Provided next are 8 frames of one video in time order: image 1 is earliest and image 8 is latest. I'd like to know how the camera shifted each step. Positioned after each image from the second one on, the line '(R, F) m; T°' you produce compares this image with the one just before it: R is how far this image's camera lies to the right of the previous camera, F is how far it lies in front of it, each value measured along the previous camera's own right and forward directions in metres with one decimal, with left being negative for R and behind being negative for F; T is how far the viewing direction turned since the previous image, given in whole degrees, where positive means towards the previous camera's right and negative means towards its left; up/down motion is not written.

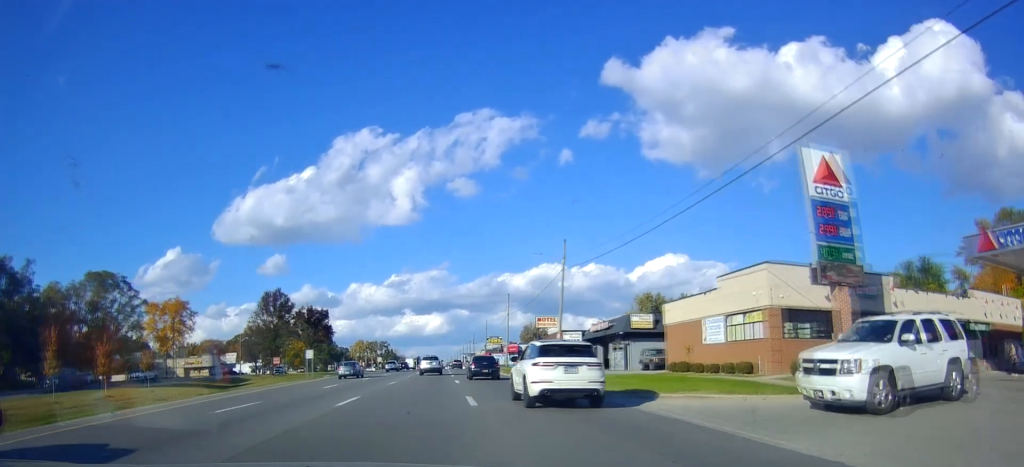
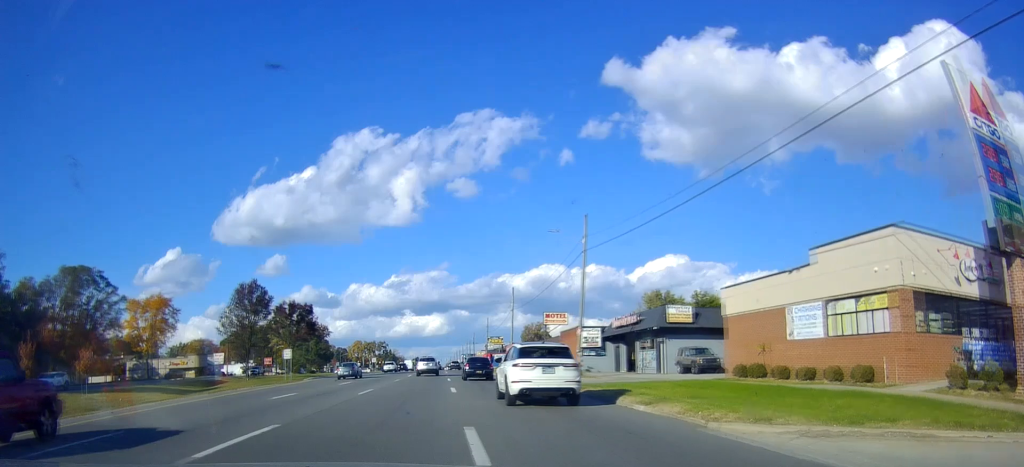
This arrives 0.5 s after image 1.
(+0.2, +8.5) m; 0°
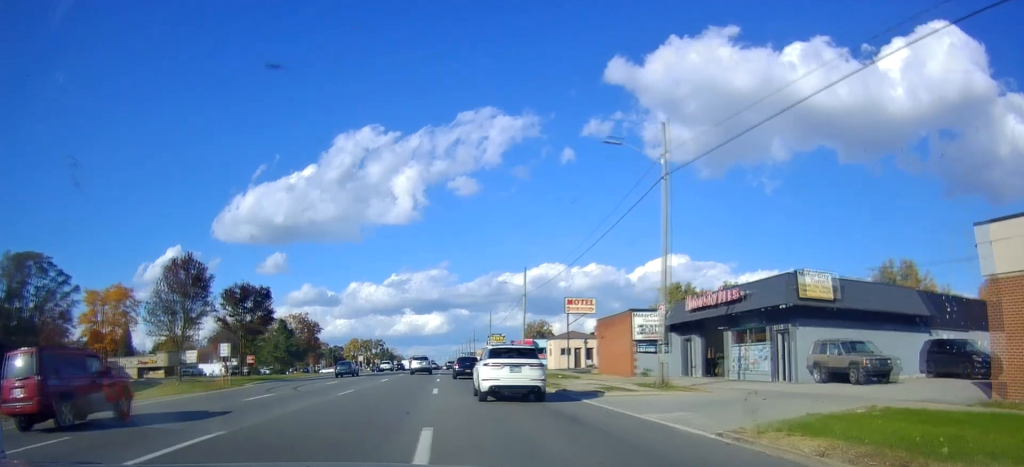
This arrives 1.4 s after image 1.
(0.0, +16.1) m; -1°
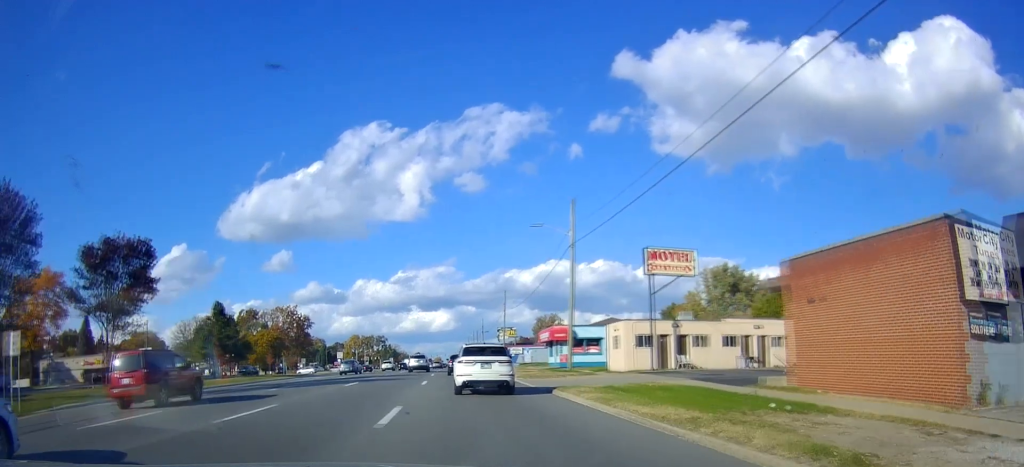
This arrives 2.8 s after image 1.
(-0.3, +24.8) m; -1°
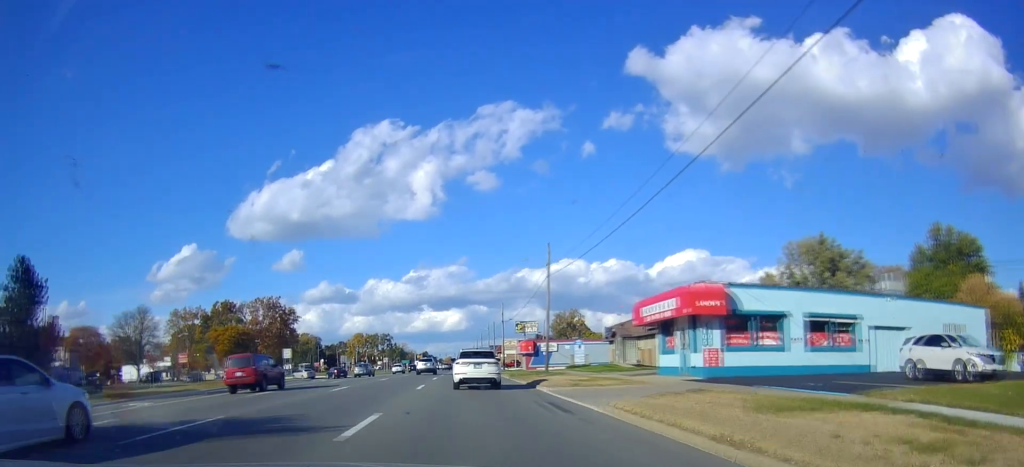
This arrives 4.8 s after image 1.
(0.0, +34.2) m; -1°
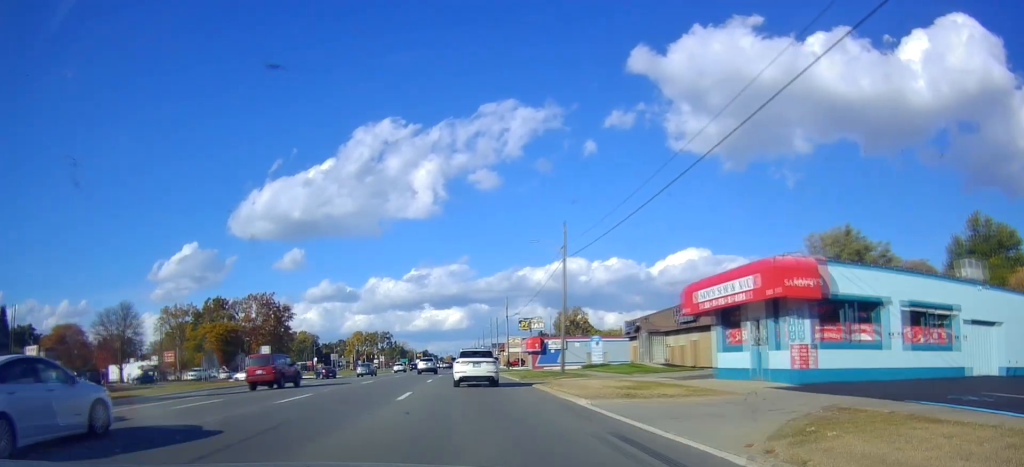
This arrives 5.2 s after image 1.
(0.0, +7.4) m; 0°
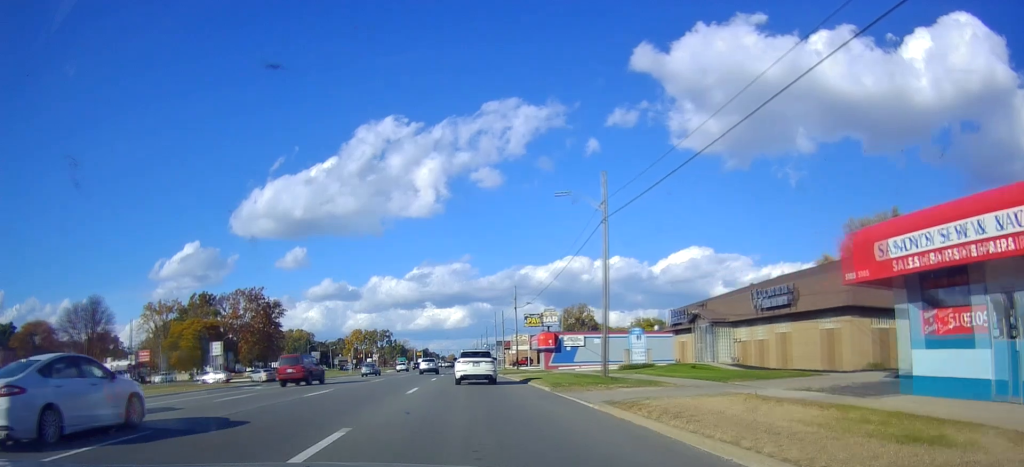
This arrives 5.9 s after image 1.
(-0.3, +11.7) m; 0°
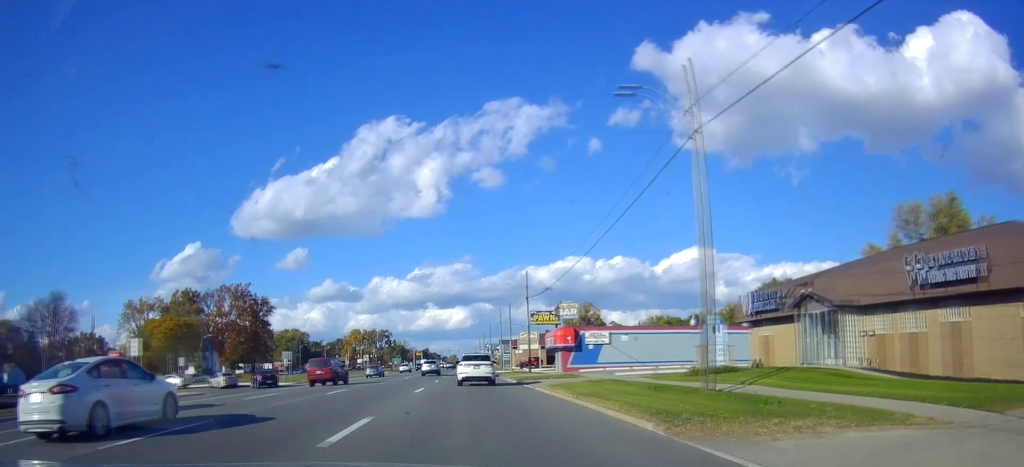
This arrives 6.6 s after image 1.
(+0.2, +12.3) m; +1°
